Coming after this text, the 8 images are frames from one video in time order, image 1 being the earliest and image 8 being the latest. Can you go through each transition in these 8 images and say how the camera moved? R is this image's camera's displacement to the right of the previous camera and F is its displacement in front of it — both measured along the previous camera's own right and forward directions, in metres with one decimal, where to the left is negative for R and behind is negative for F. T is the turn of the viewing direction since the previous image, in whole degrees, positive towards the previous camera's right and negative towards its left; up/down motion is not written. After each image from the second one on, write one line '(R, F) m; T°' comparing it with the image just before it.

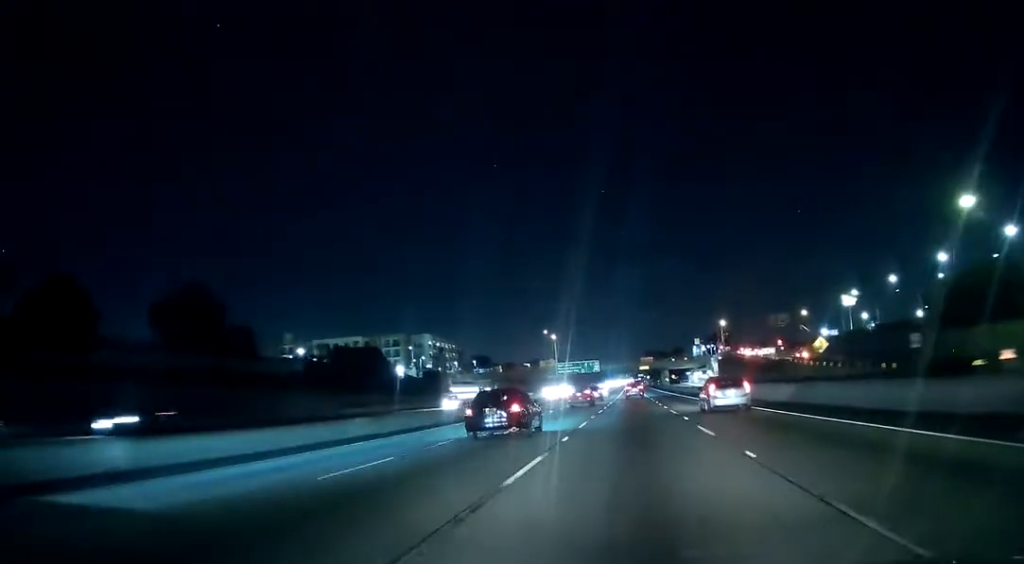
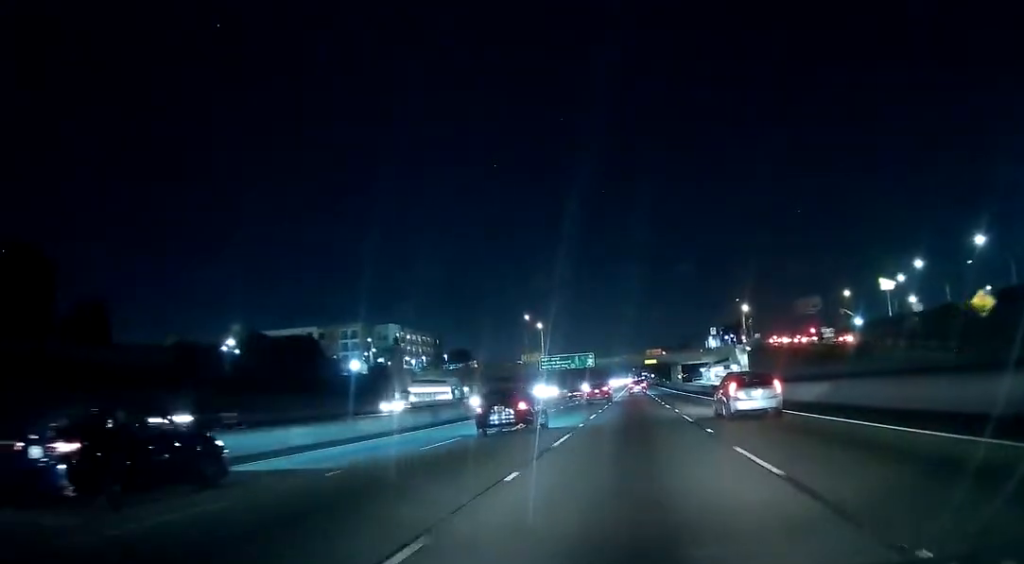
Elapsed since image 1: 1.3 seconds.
(-0.8, +38.1) m; 0°
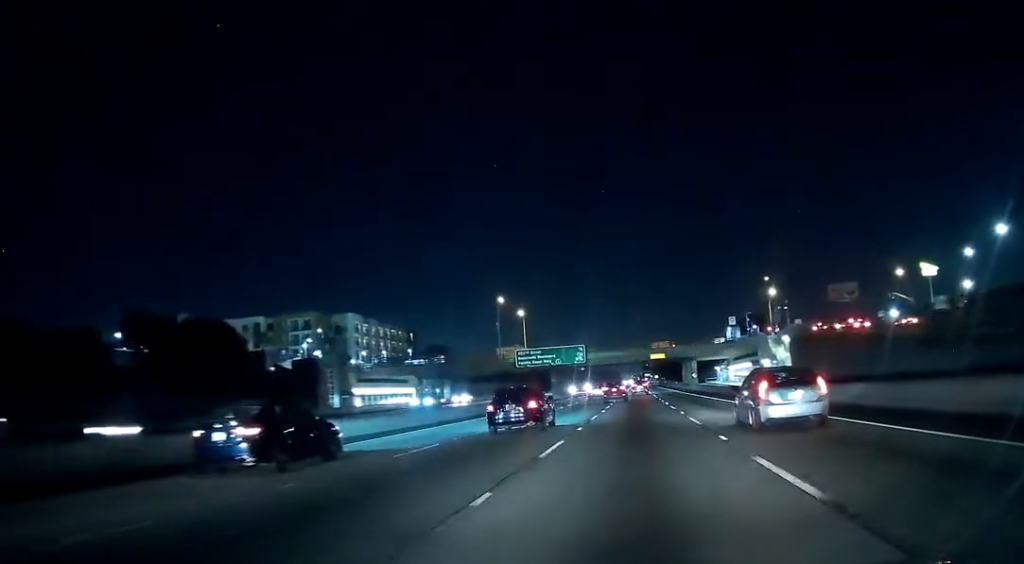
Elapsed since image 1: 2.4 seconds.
(+0.7, +31.3) m; +1°
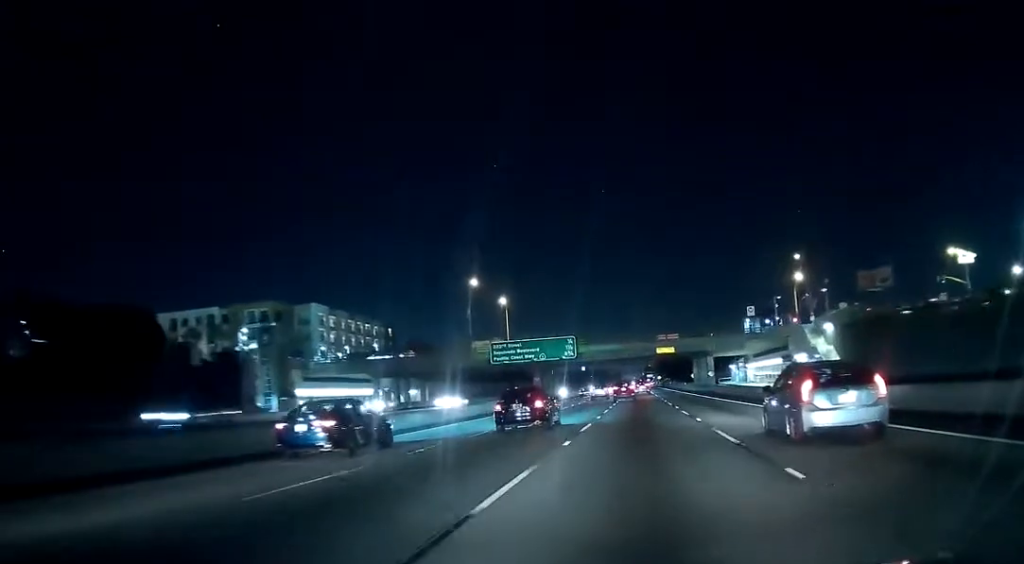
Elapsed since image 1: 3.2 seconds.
(0.0, +20.9) m; 0°
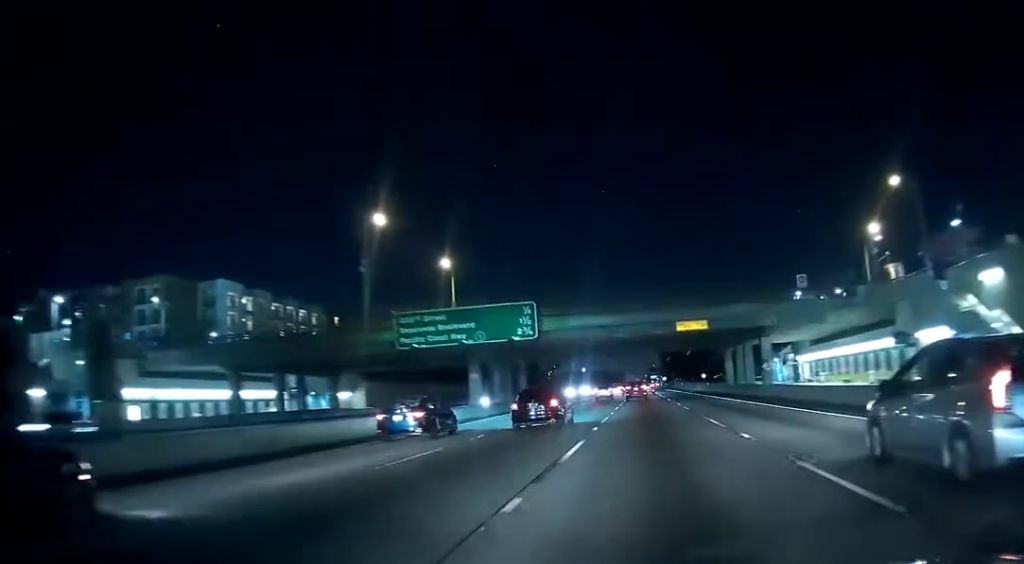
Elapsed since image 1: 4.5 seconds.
(-0.1, +38.1) m; 0°
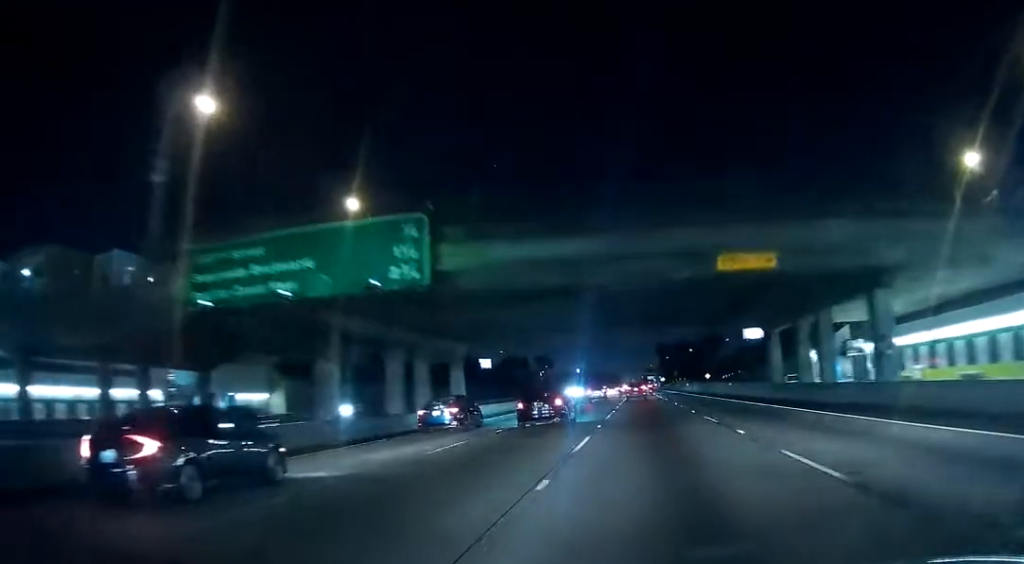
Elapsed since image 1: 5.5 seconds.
(0.0, +27.6) m; 0°
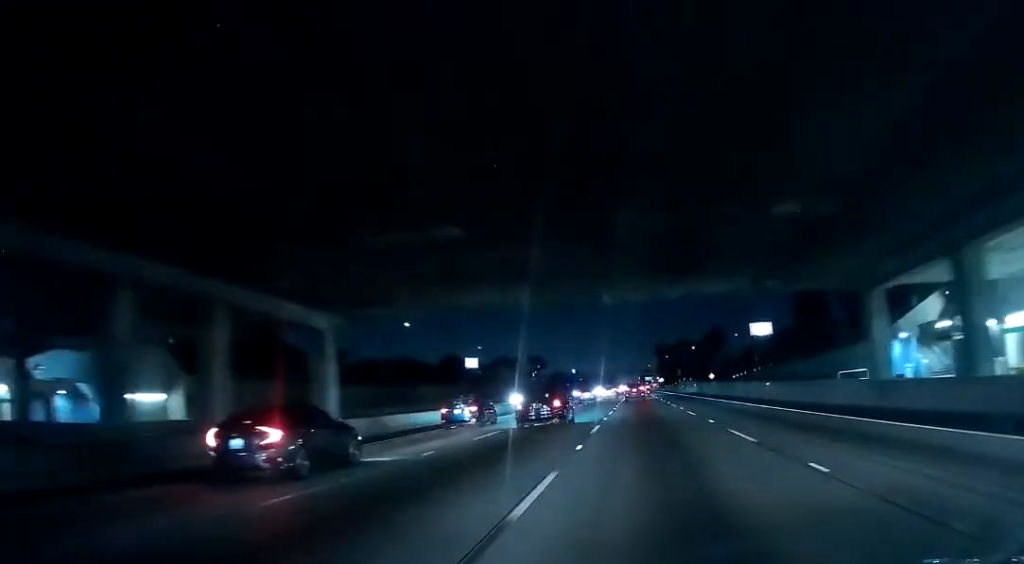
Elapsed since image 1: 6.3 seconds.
(+0.1, +22.9) m; -1°
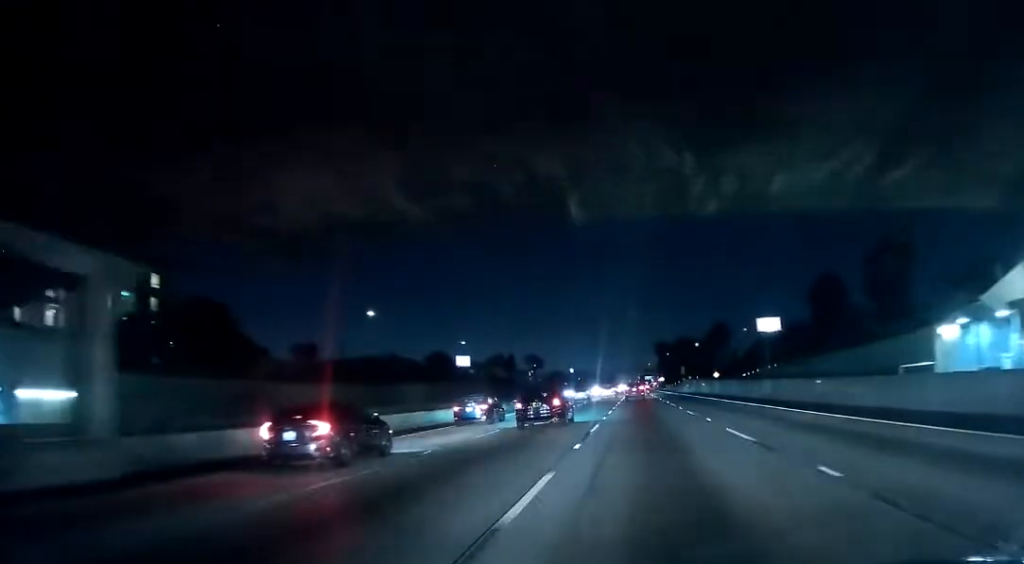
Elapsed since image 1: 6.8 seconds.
(-0.4, +15.3) m; 0°
